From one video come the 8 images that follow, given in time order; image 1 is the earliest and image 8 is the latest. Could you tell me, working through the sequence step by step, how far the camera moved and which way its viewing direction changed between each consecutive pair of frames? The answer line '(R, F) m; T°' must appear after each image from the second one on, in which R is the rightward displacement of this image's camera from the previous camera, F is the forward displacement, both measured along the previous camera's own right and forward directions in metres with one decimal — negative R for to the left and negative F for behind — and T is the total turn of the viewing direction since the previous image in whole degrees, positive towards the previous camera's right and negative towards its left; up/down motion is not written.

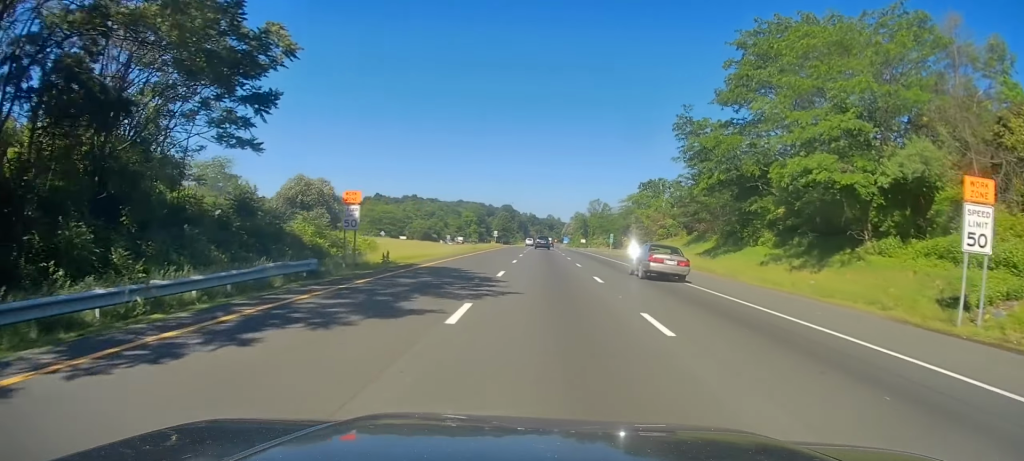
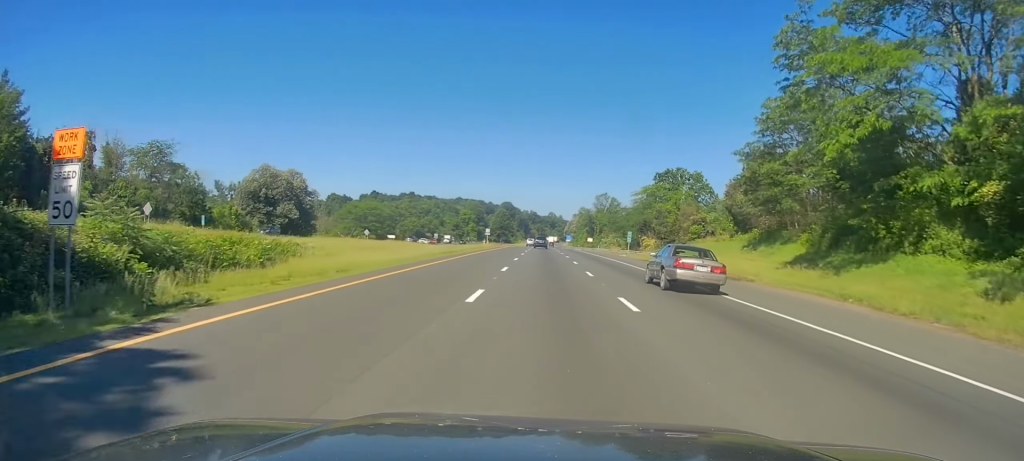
(+0.1, +21.0) m; 0°
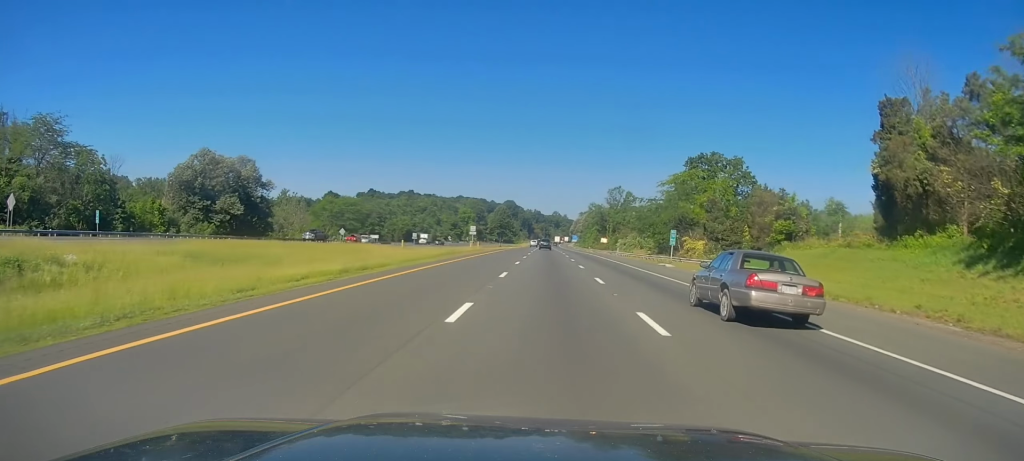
(-0.2, +27.2) m; 0°
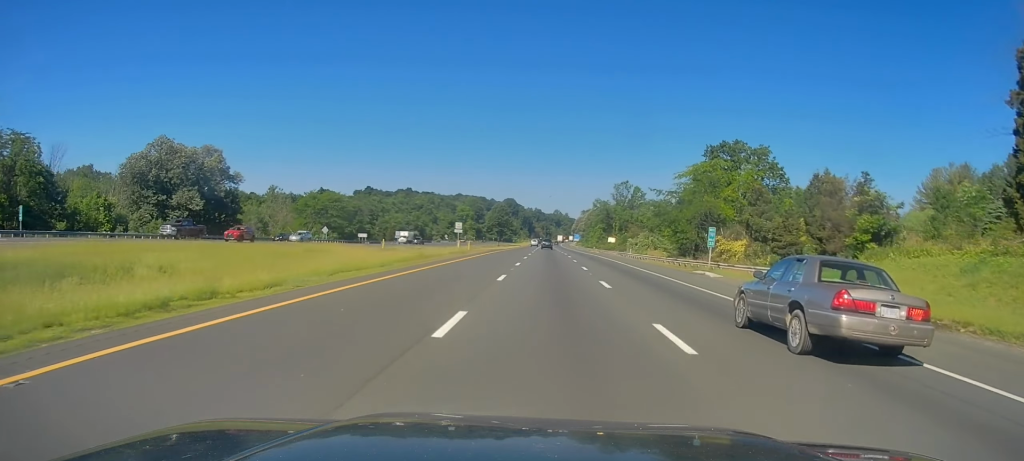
(0.0, +13.6) m; 0°
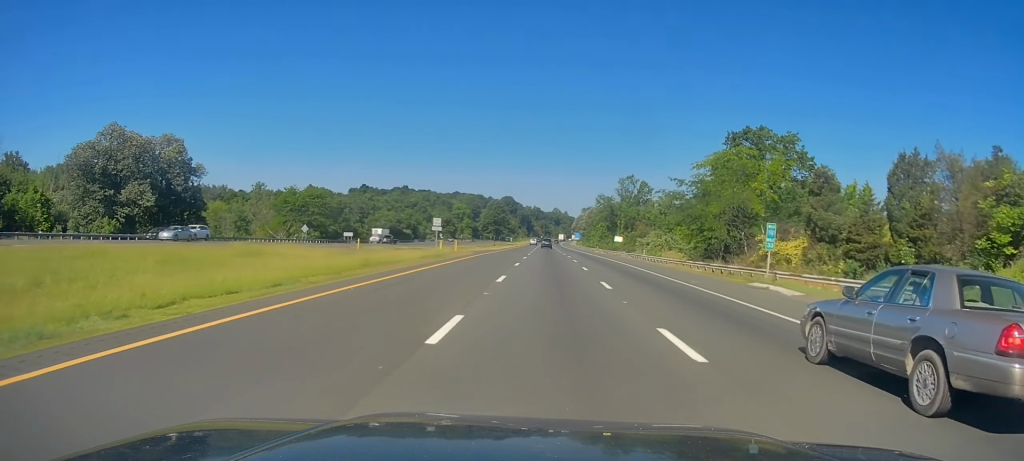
(+0.1, +12.3) m; 0°
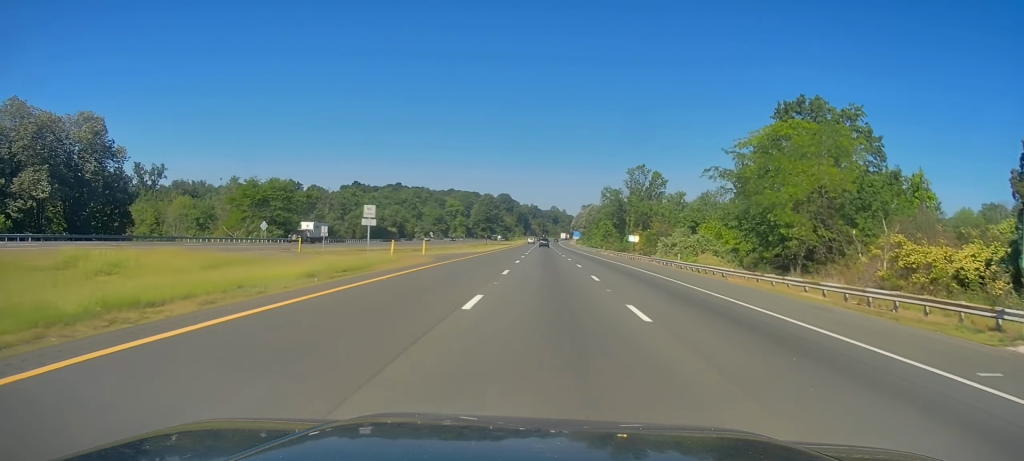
(-0.4, +19.7) m; 0°
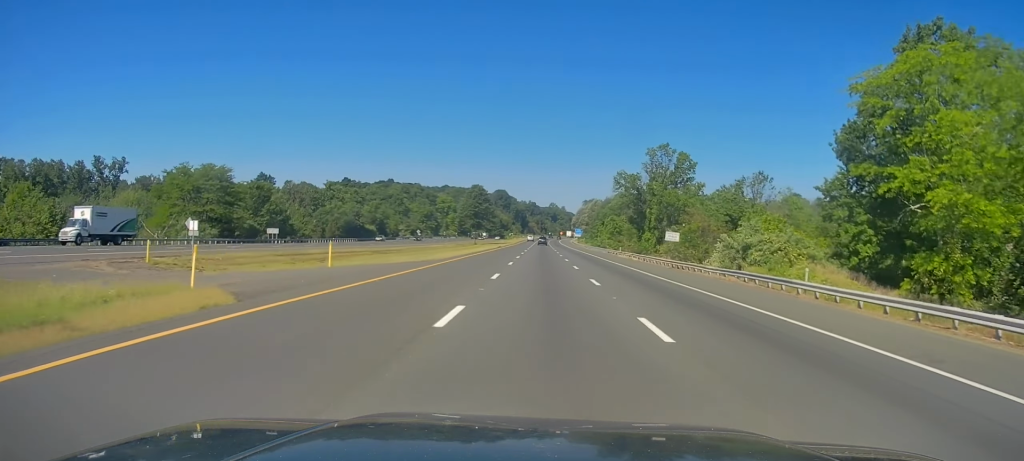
(+0.3, +26.8) m; +1°
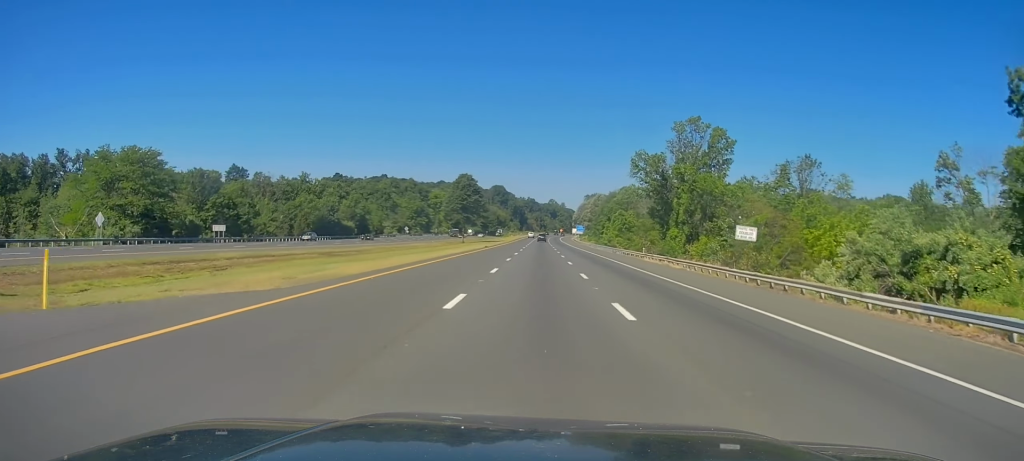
(0.0, +21.7) m; 0°
